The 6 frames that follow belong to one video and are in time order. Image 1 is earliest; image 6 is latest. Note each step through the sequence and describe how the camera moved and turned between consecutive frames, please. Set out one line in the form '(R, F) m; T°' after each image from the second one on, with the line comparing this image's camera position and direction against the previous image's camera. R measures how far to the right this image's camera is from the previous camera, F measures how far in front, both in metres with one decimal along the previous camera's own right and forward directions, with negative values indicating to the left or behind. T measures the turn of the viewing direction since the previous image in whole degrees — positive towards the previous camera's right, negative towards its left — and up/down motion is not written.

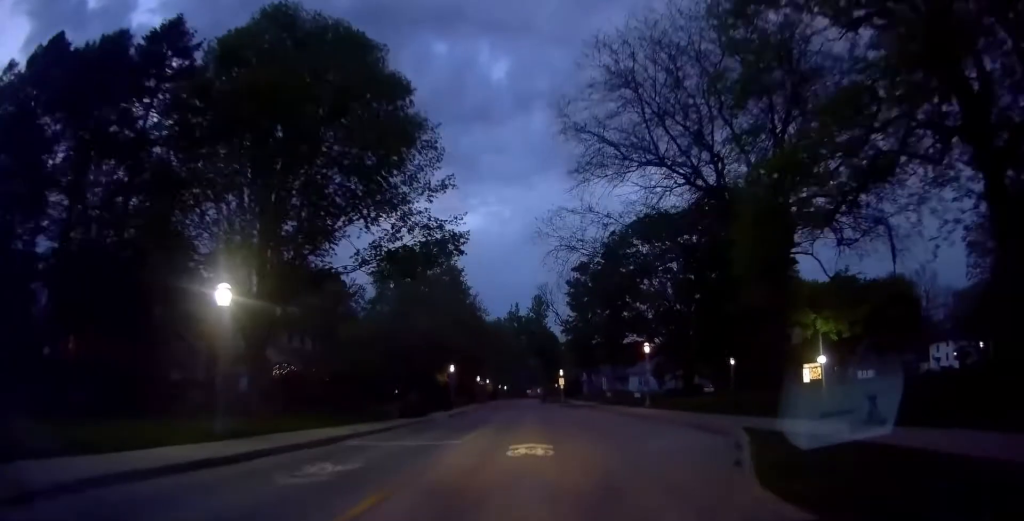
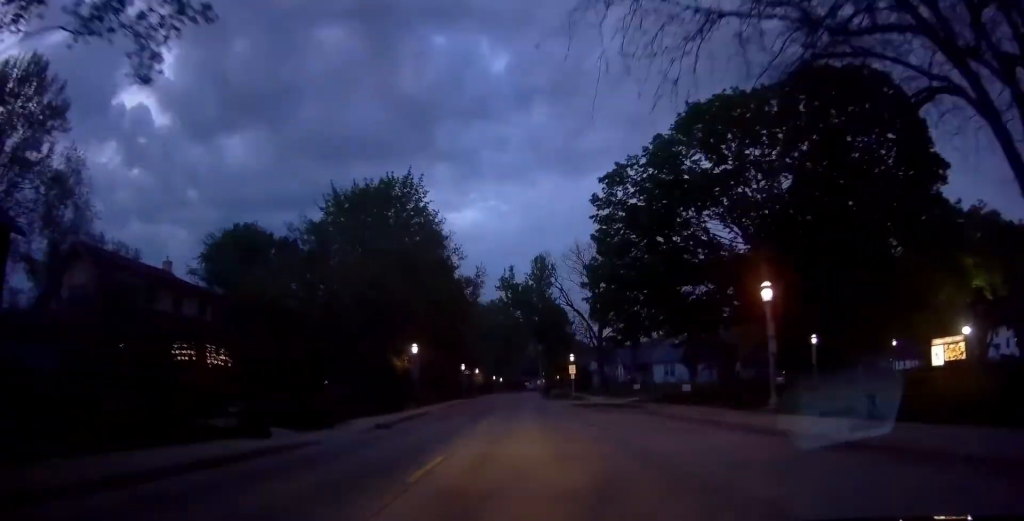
(+0.3, +20.2) m; +2°
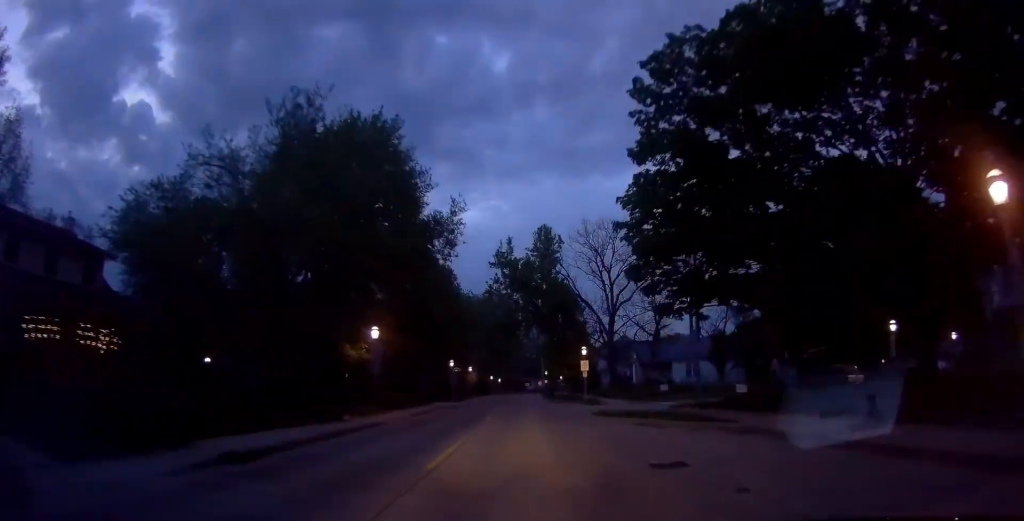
(0.0, +10.9) m; 0°
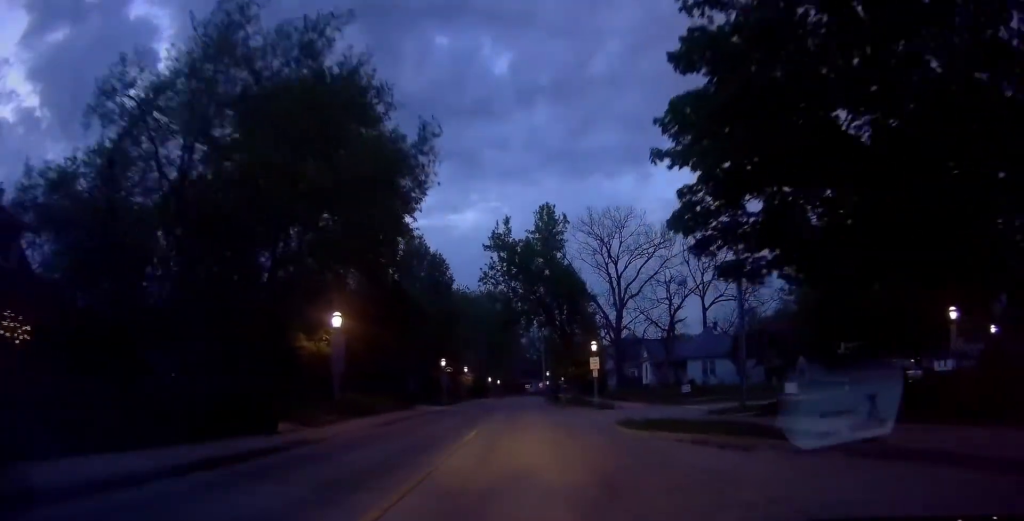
(0.0, +6.2) m; 0°
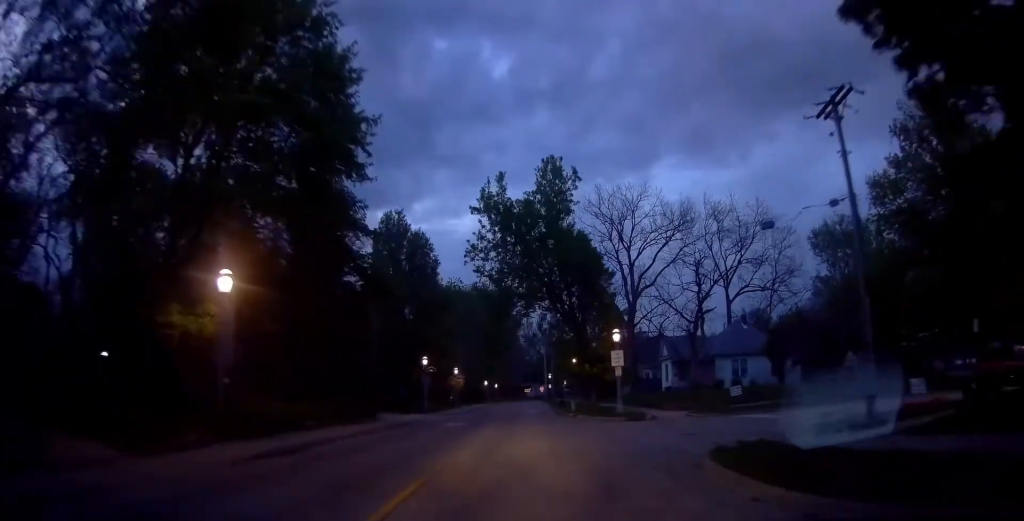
(0.0, +10.1) m; 0°
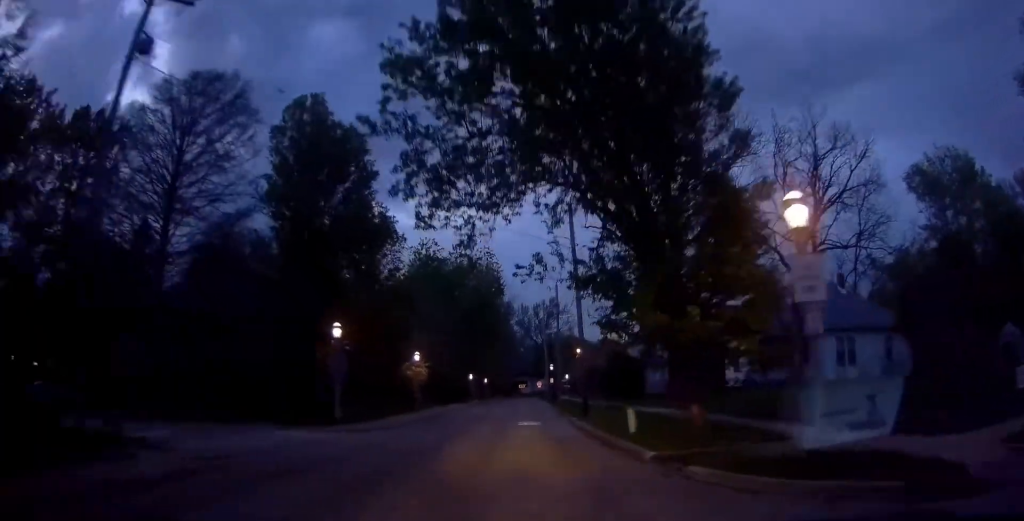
(0.0, +20.3) m; +2°
